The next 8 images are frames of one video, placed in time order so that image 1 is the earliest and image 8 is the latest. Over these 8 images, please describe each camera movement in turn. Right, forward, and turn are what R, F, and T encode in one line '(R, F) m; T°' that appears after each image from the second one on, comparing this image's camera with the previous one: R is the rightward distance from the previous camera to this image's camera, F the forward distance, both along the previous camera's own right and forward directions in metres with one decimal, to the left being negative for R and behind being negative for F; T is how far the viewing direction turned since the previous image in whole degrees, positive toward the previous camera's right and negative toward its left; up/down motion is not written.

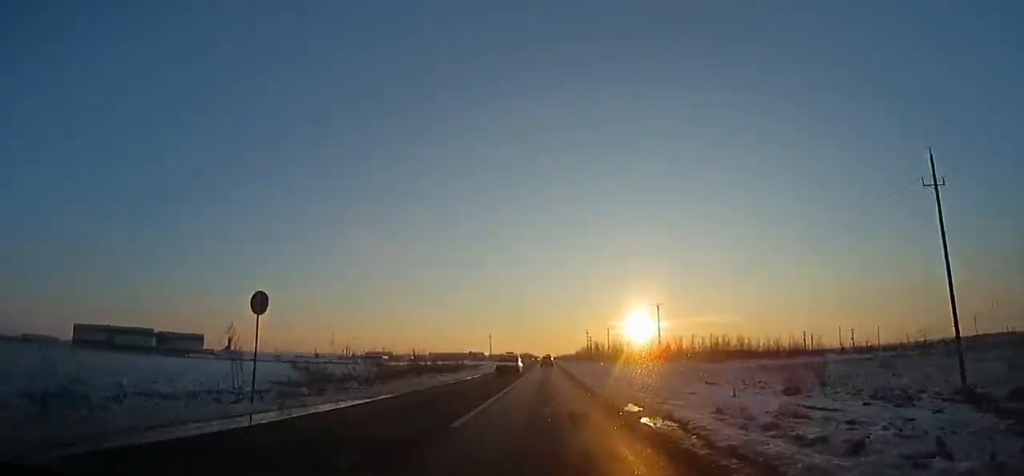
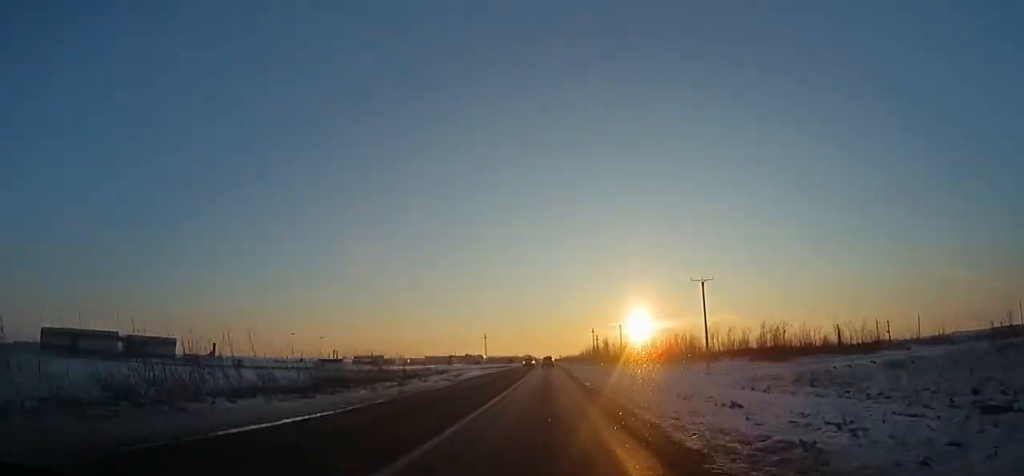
(-0.2, +25.2) m; 0°
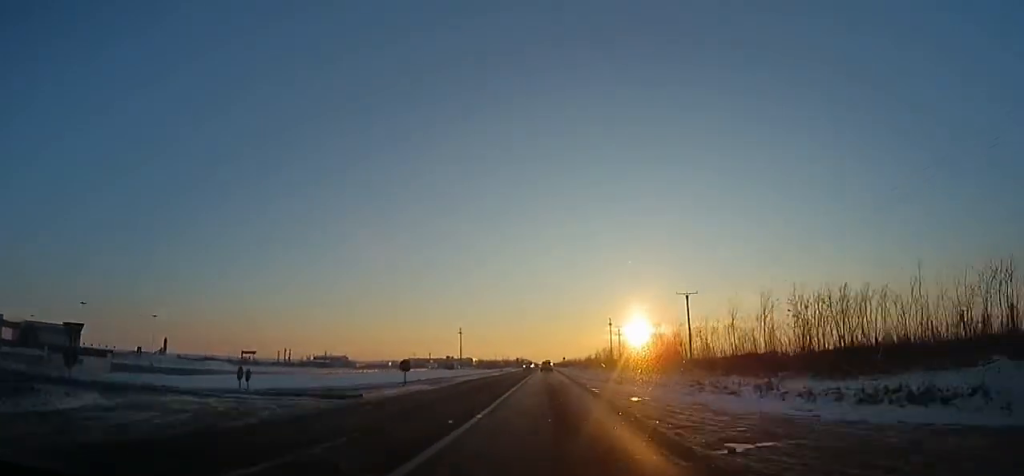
(+0.2, +63.7) m; +1°
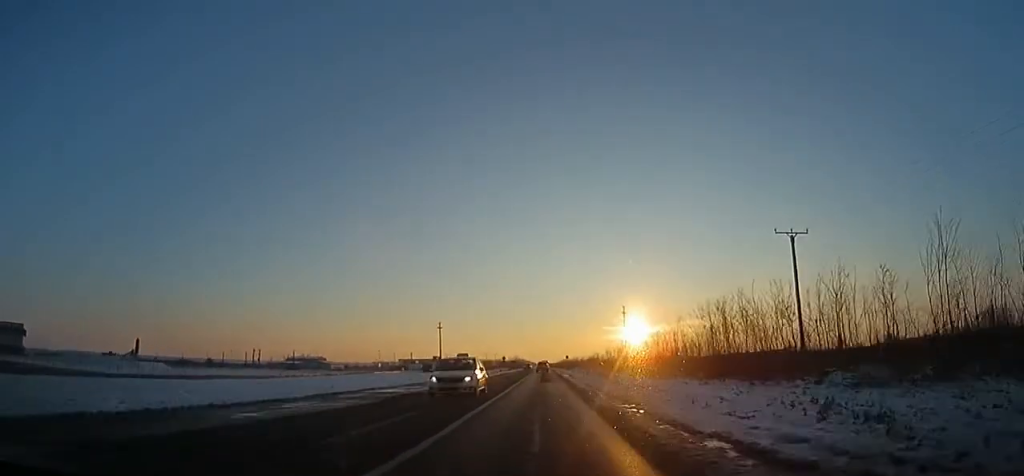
(+0.2, +30.9) m; 0°
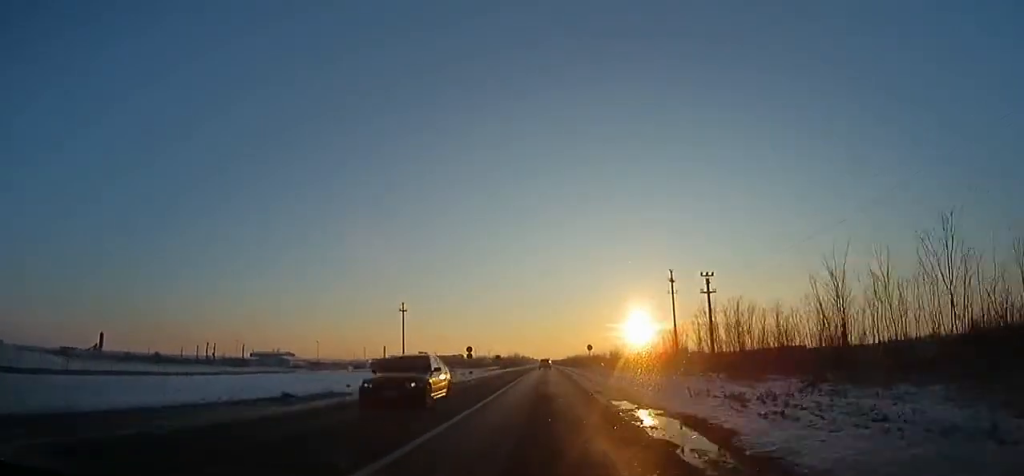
(-0.1, +41.9) m; 0°
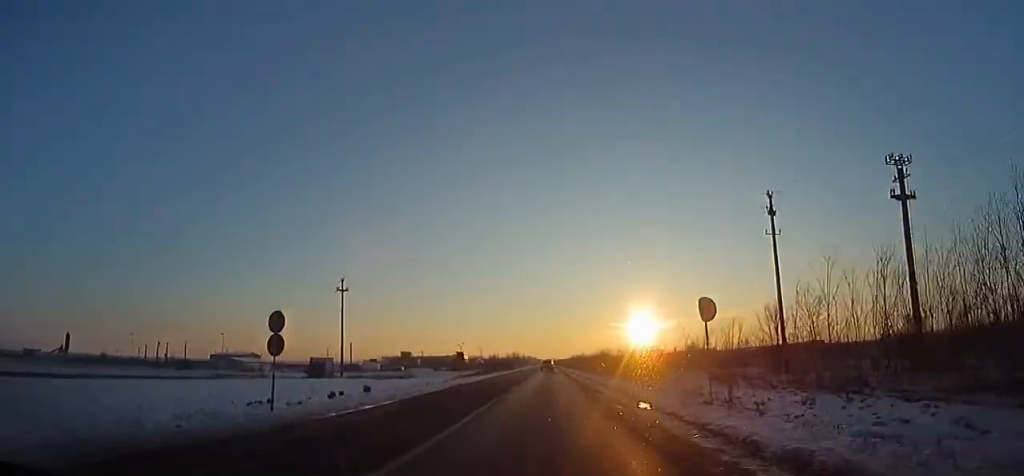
(-0.1, +34.1) m; -1°
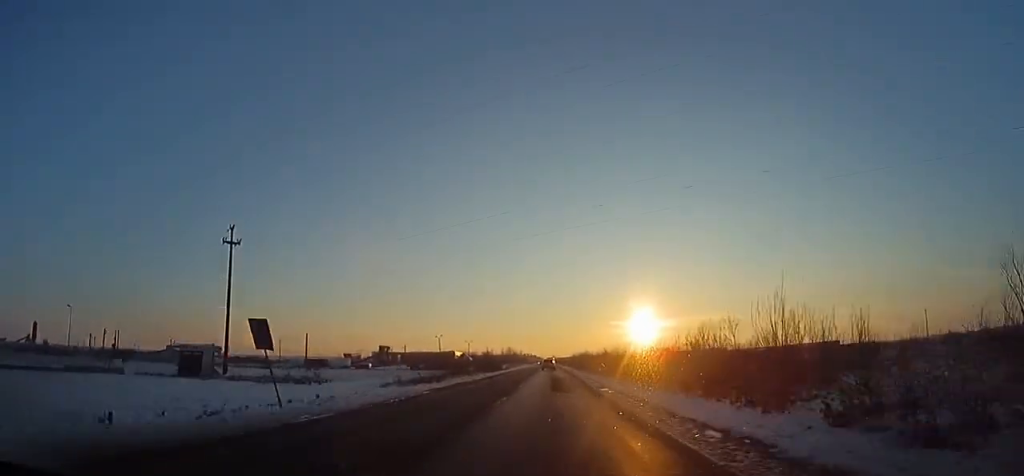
(-0.1, +29.4) m; 0°
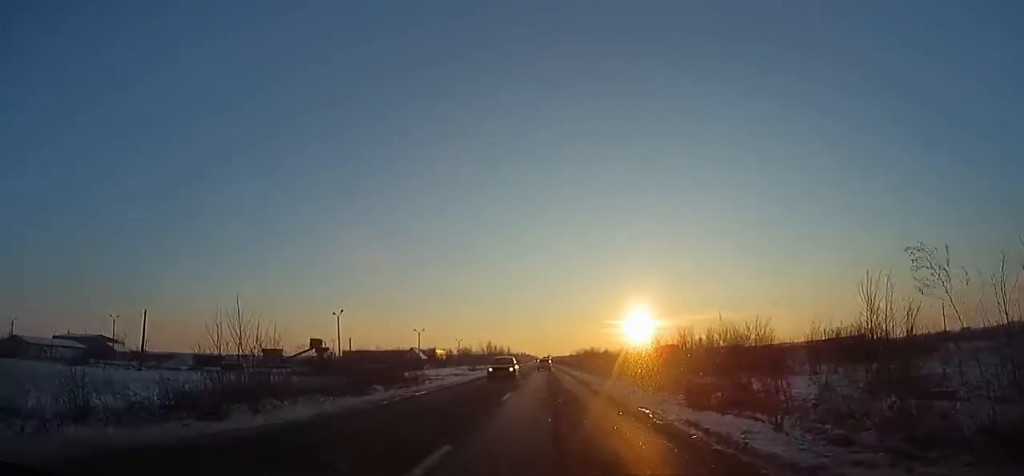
(-0.1, +54.1) m; +1°
